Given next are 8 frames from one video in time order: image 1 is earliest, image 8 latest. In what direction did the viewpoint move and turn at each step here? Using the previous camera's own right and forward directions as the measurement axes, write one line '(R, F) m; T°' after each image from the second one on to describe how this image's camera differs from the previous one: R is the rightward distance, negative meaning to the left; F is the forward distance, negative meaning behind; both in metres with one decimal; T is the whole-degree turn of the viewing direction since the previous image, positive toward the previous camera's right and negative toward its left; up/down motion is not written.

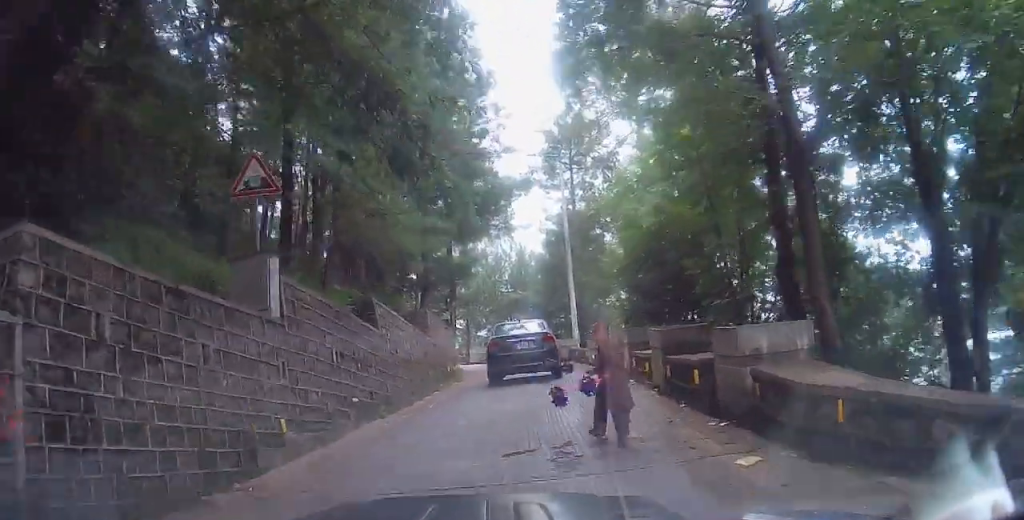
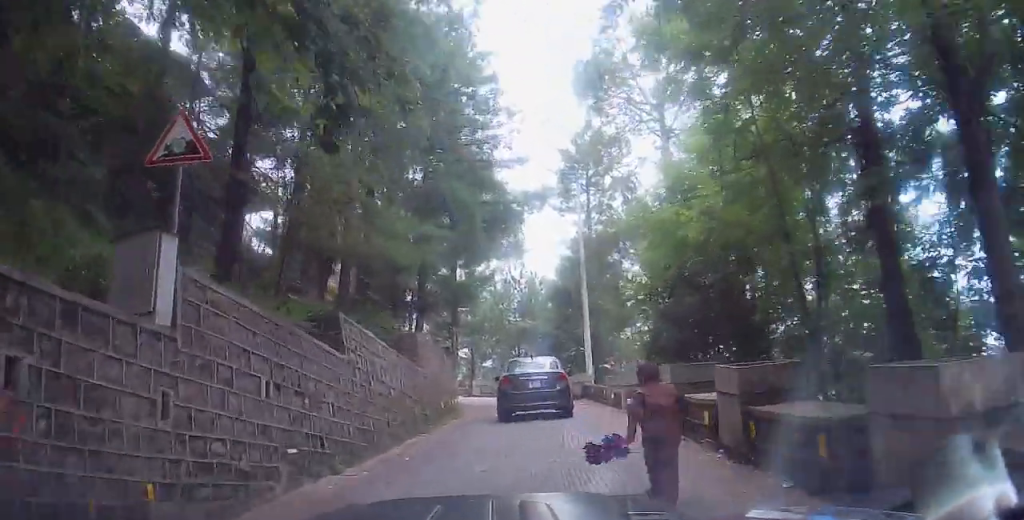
(+0.1, +2.6) m; -6°
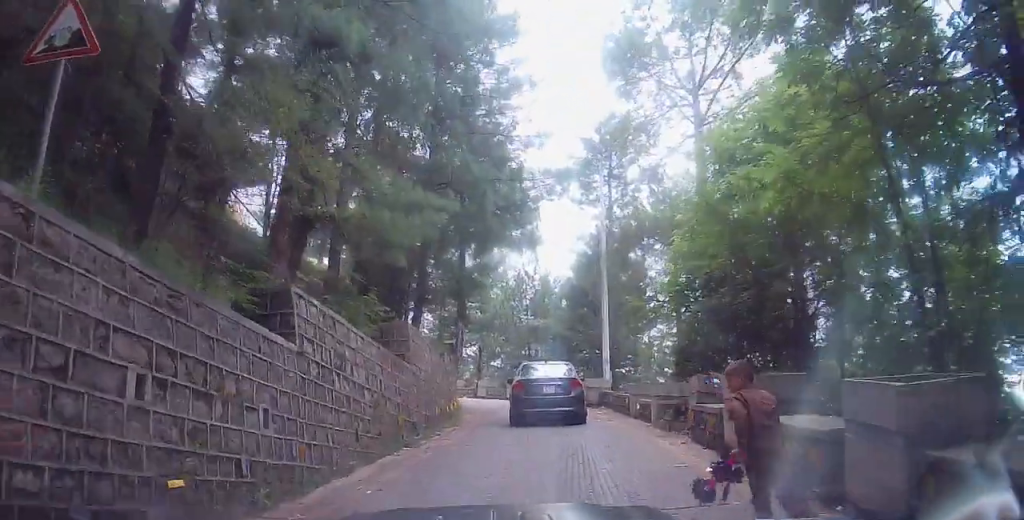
(-0.3, +2.3) m; +3°
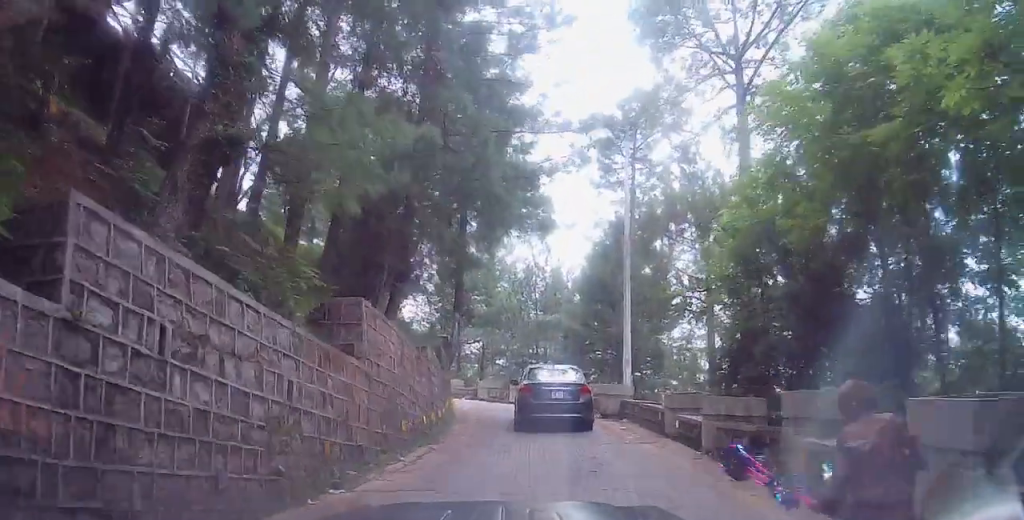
(-0.2, +3.4) m; +6°
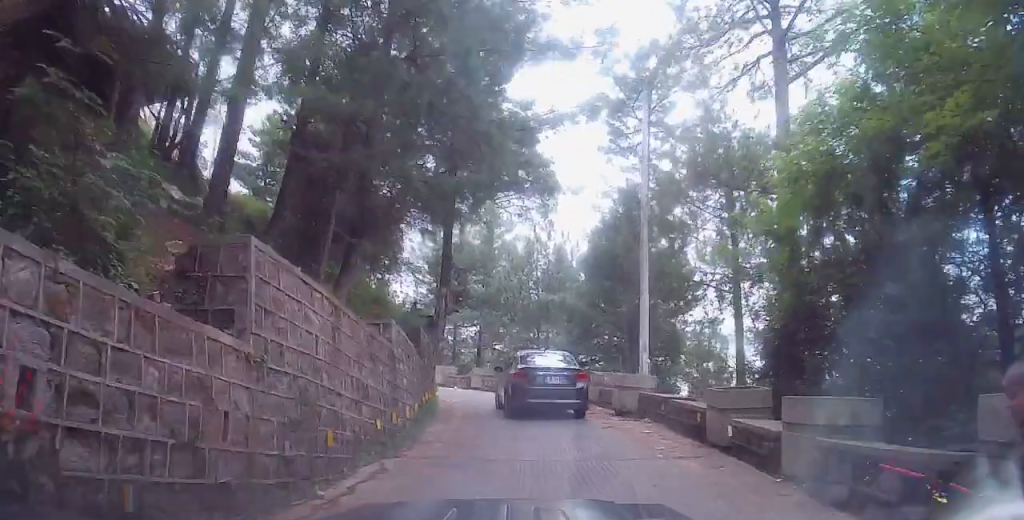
(+1.0, +3.3) m; +1°
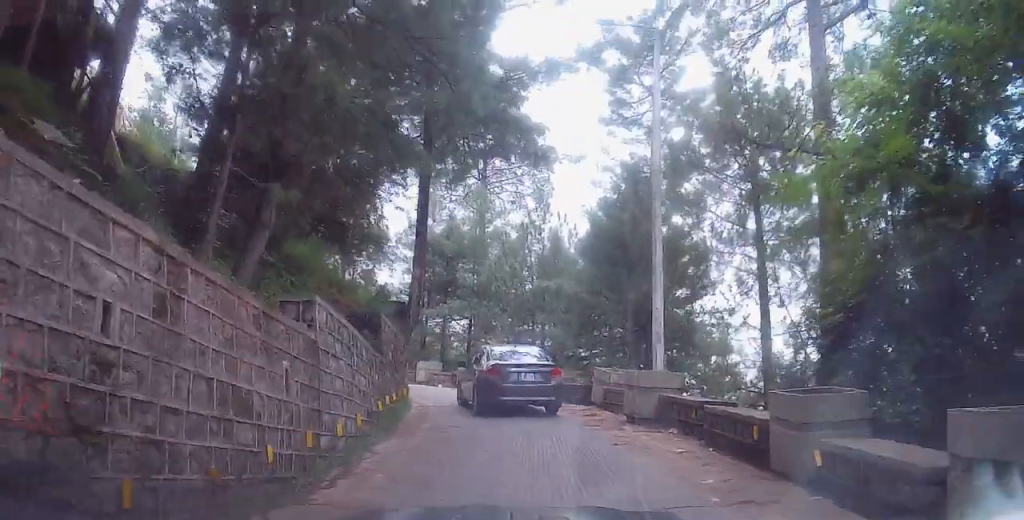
(-0.6, +2.9) m; 0°
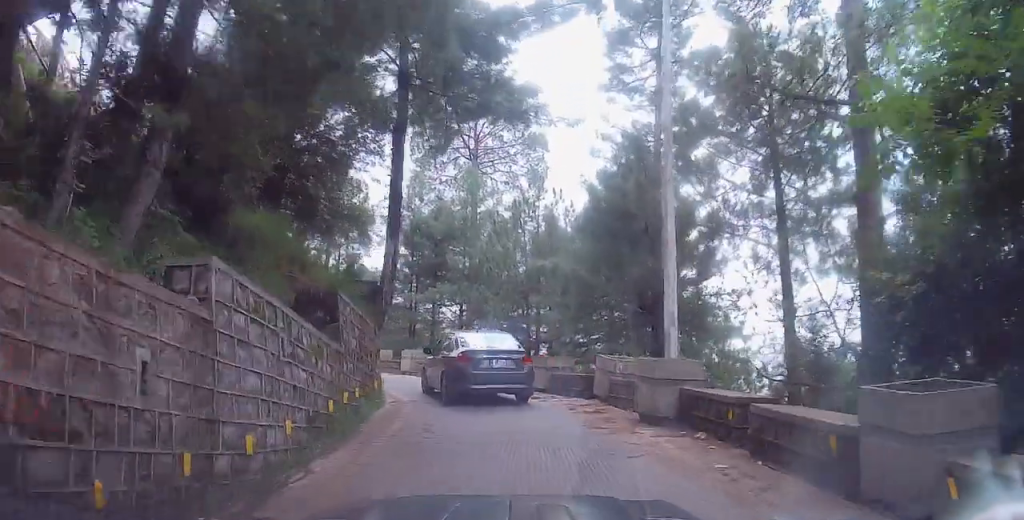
(-0.6, +2.0) m; 0°
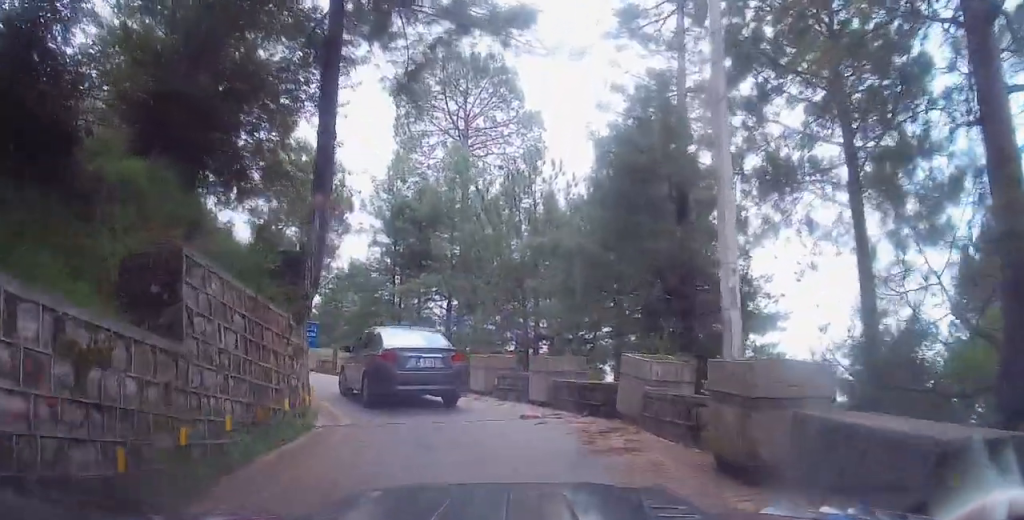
(+1.1, +4.1) m; +3°
